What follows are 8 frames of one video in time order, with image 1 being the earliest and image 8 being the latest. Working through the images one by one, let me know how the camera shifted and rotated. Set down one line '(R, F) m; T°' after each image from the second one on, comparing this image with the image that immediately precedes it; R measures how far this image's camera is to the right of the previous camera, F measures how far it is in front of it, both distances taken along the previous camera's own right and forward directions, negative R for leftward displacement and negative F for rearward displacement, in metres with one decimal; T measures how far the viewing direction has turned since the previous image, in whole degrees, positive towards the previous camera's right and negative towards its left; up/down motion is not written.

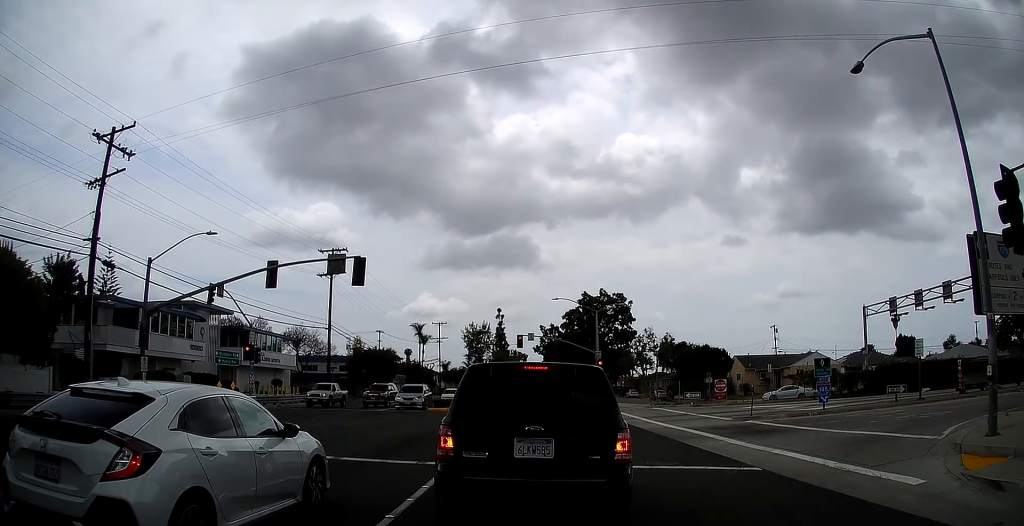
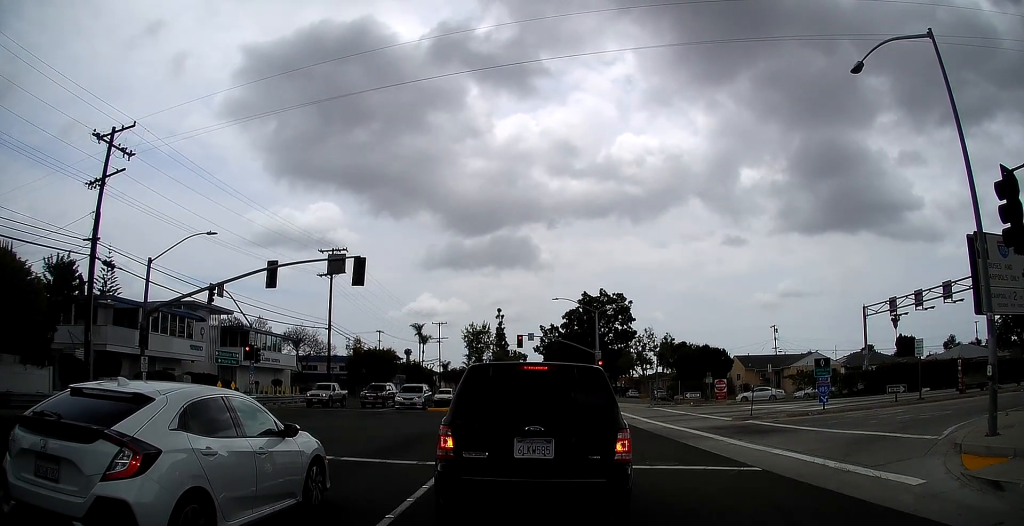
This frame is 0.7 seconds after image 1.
(0.0, 0.0) m; 0°
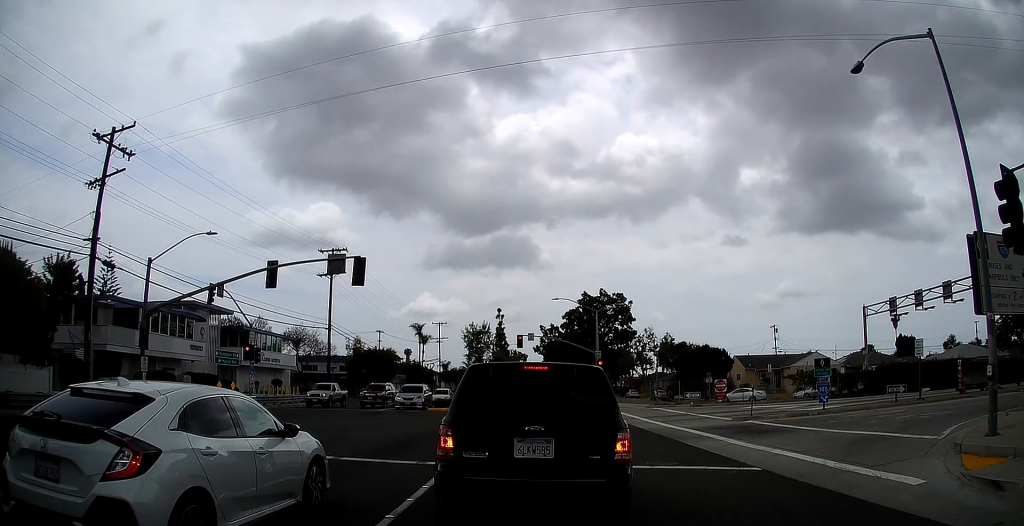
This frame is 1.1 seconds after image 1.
(0.0, 0.0) m; 0°
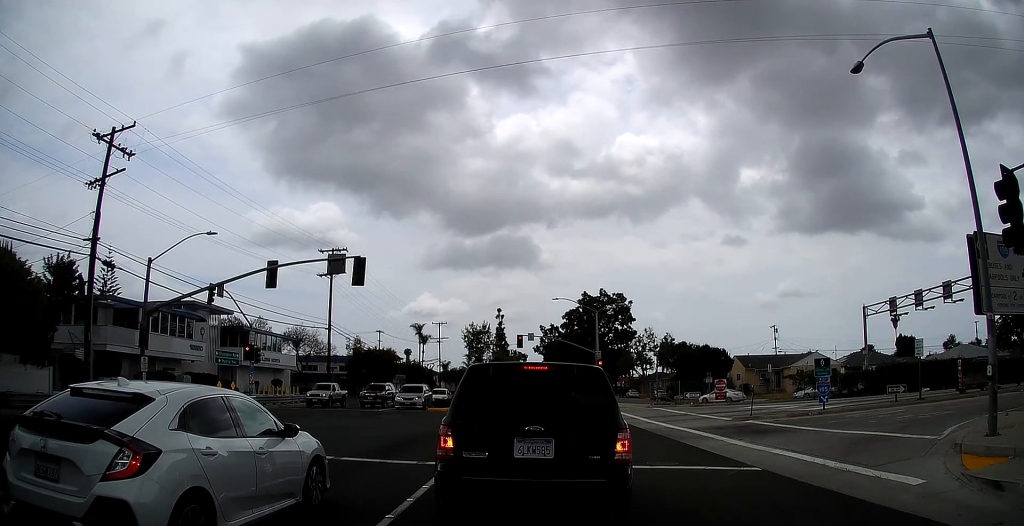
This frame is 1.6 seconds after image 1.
(0.0, 0.0) m; 0°
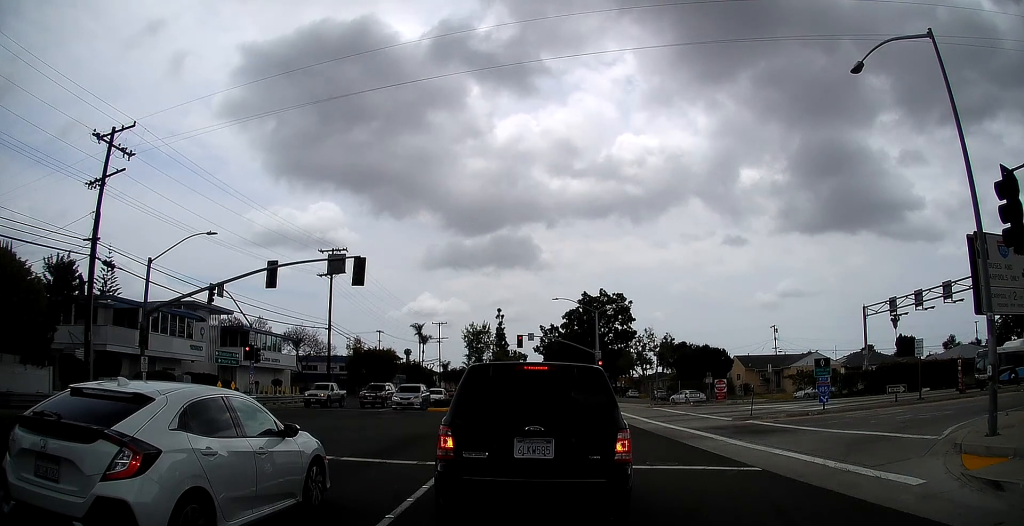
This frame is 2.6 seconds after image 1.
(0.0, 0.0) m; 0°
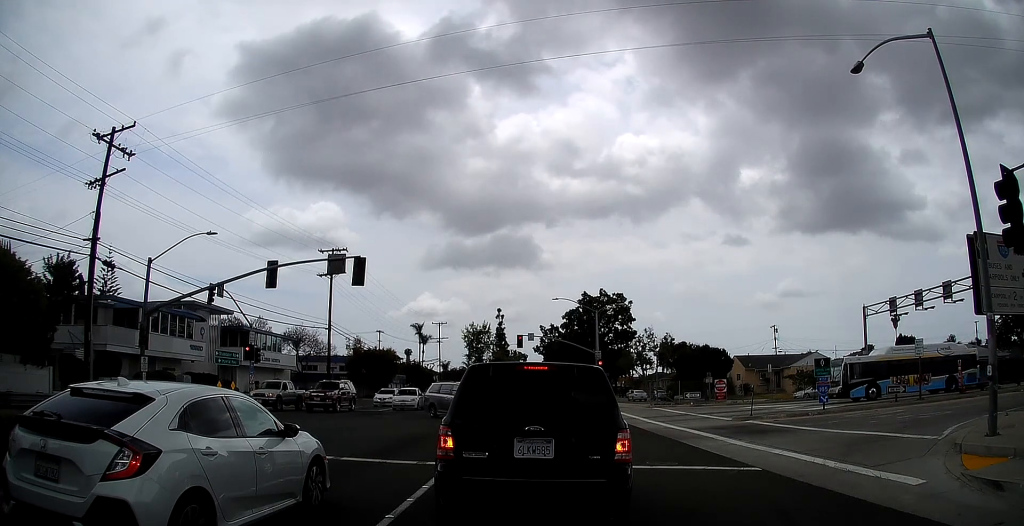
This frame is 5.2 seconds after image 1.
(0.0, 0.0) m; 0°
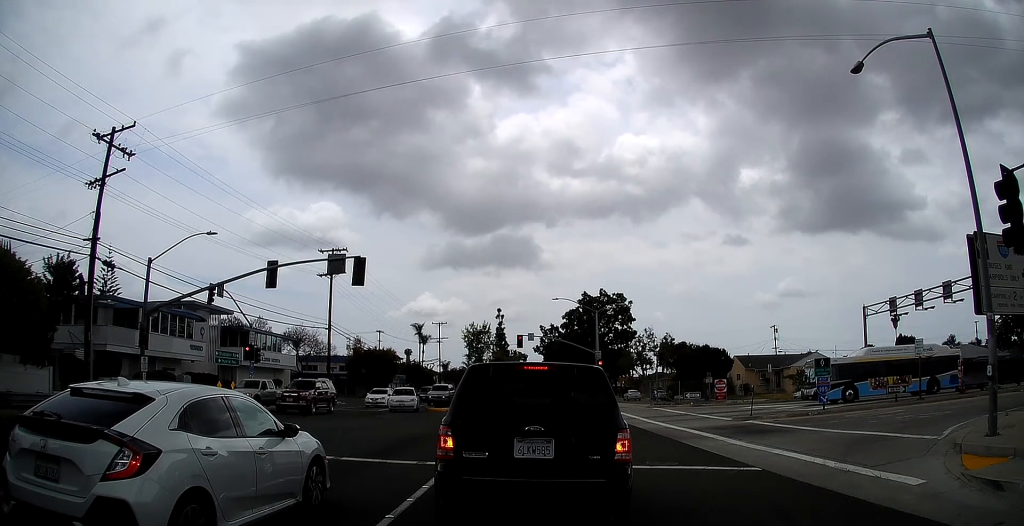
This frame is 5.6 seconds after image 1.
(0.0, 0.0) m; 0°
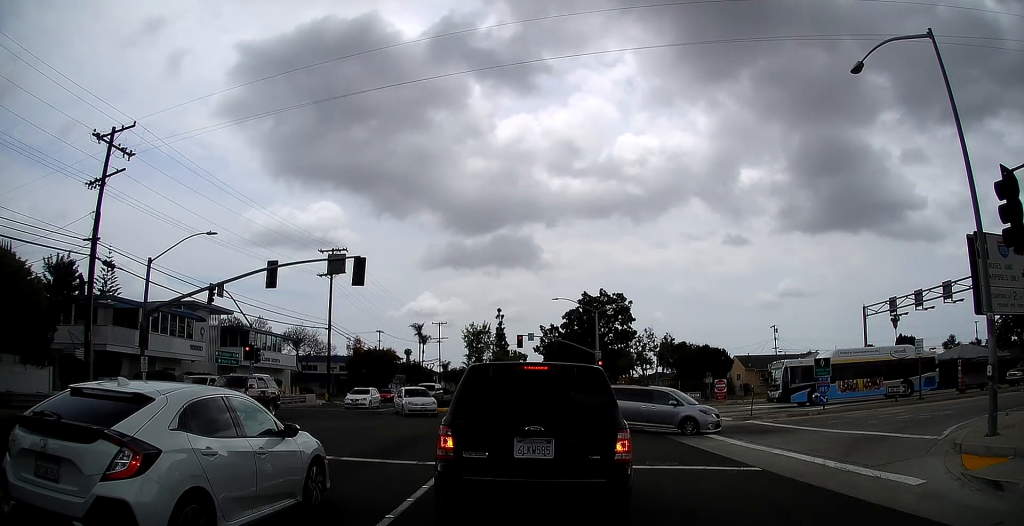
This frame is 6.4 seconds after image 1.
(0.0, 0.0) m; 0°
